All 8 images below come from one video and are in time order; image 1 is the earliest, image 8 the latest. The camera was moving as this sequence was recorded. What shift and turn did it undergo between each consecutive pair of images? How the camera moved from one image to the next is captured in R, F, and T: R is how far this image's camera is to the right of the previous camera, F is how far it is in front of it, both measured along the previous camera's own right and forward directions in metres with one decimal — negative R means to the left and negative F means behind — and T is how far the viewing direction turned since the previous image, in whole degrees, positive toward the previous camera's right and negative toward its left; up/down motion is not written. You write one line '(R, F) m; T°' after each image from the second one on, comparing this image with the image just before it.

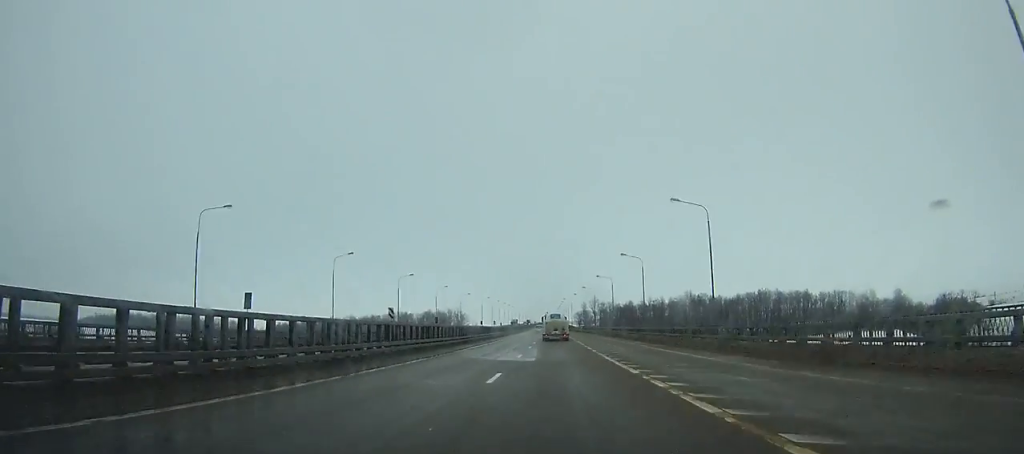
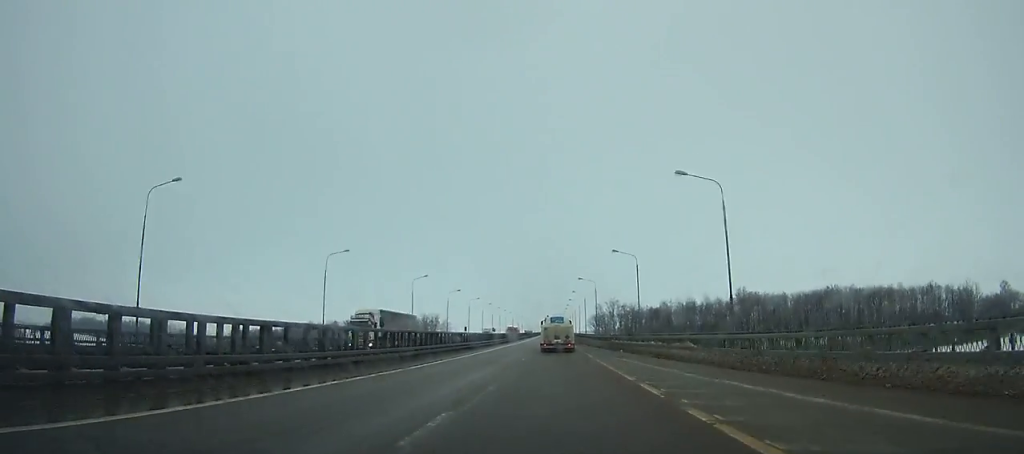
(-0.2, +101.0) m; 0°
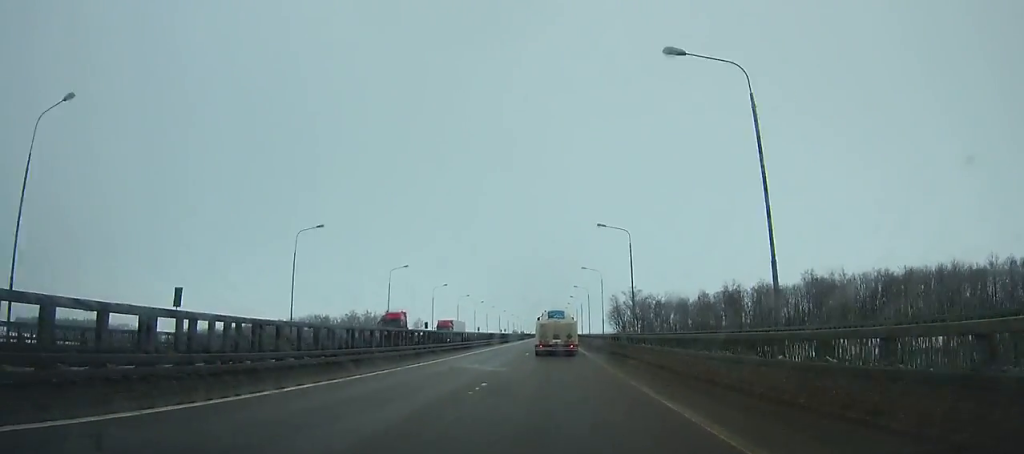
(+0.1, +76.4) m; 0°
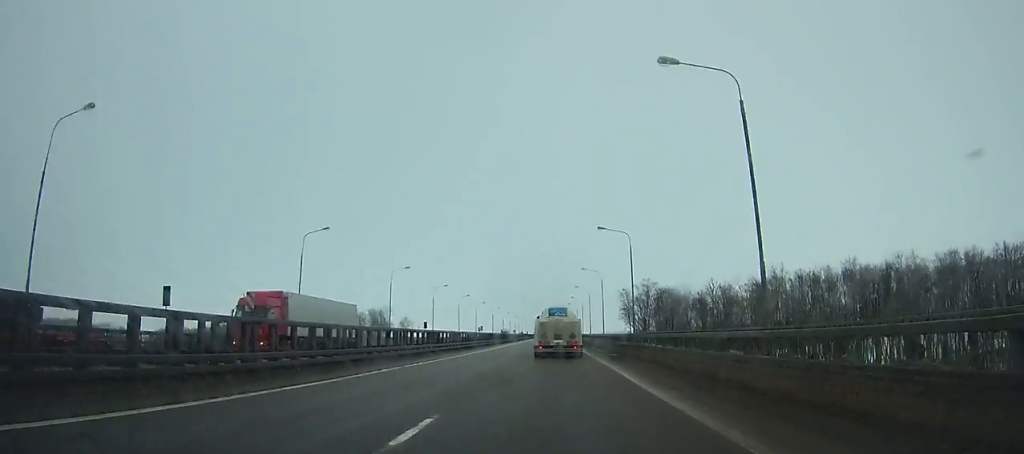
(+0.1, +29.8) m; 0°
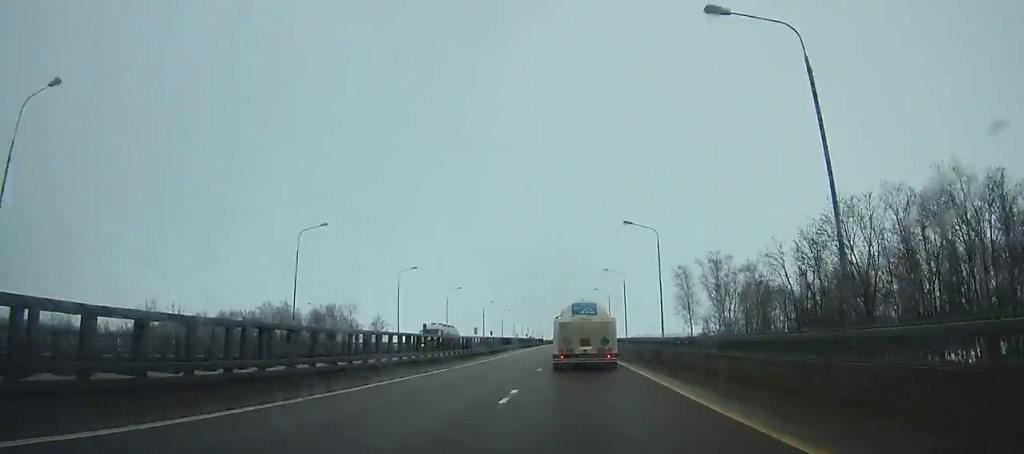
(-0.6, +67.2) m; -1°
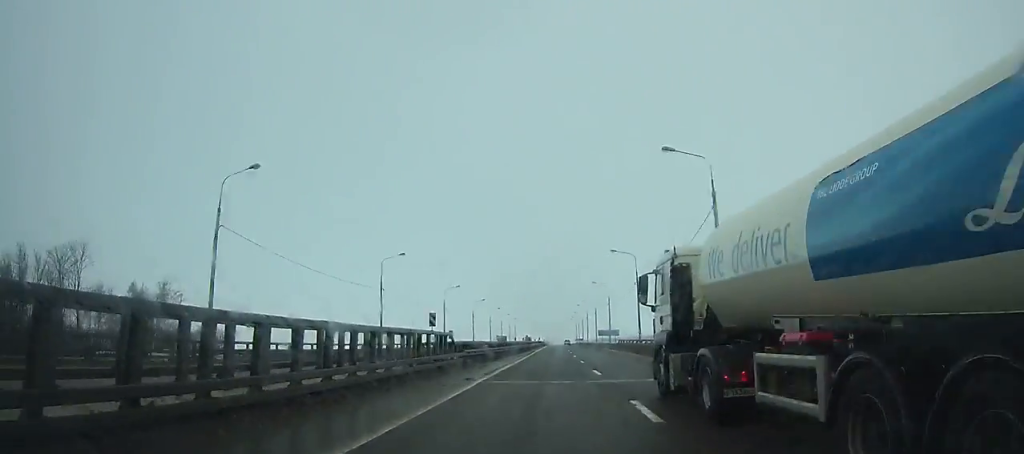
(+0.3, +121.1) m; +1°
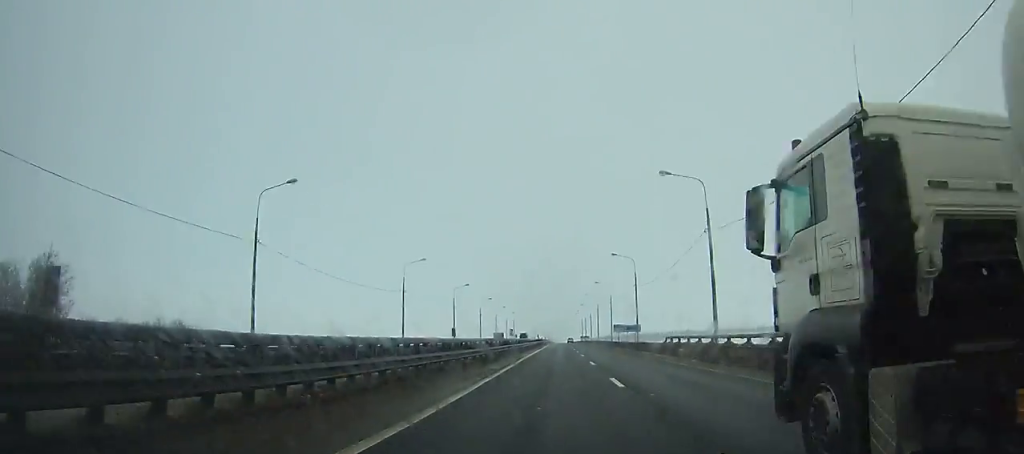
(0.0, +28.3) m; +1°
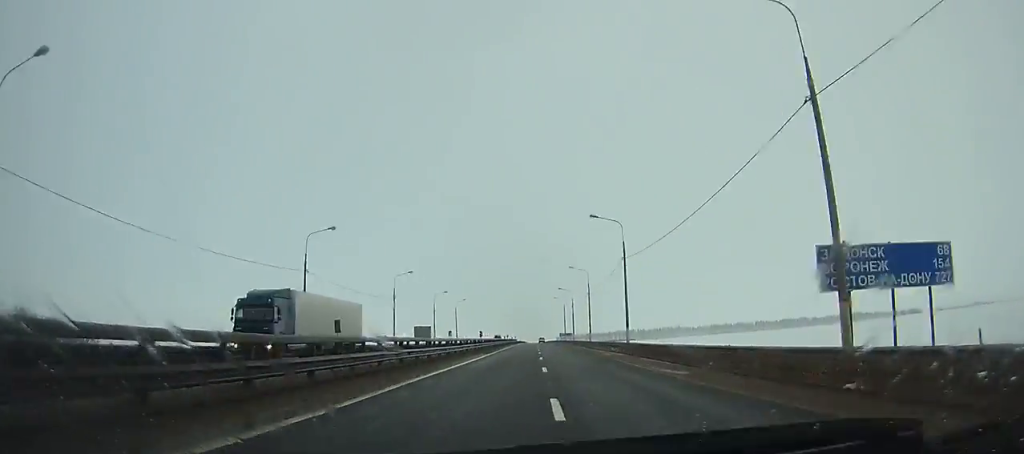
(+1.4, +86.9) m; +1°
